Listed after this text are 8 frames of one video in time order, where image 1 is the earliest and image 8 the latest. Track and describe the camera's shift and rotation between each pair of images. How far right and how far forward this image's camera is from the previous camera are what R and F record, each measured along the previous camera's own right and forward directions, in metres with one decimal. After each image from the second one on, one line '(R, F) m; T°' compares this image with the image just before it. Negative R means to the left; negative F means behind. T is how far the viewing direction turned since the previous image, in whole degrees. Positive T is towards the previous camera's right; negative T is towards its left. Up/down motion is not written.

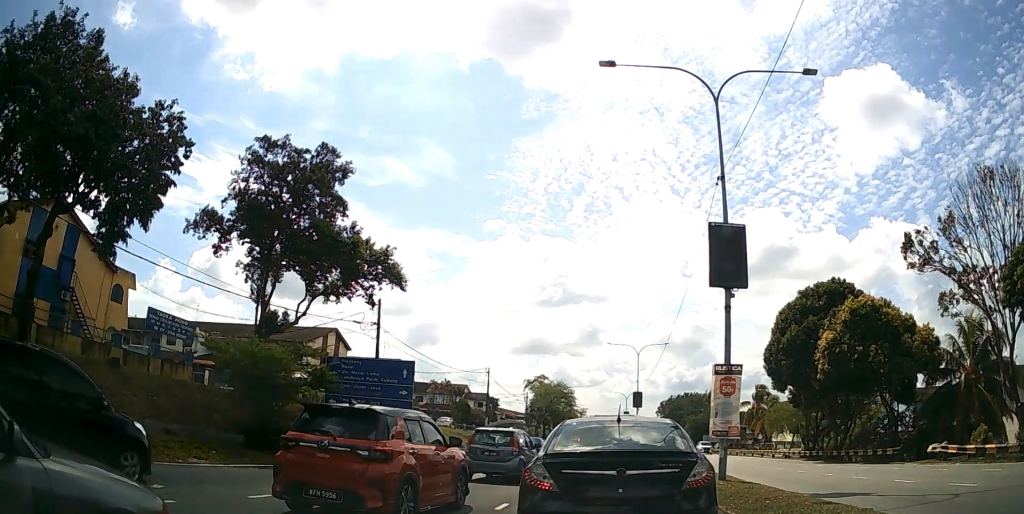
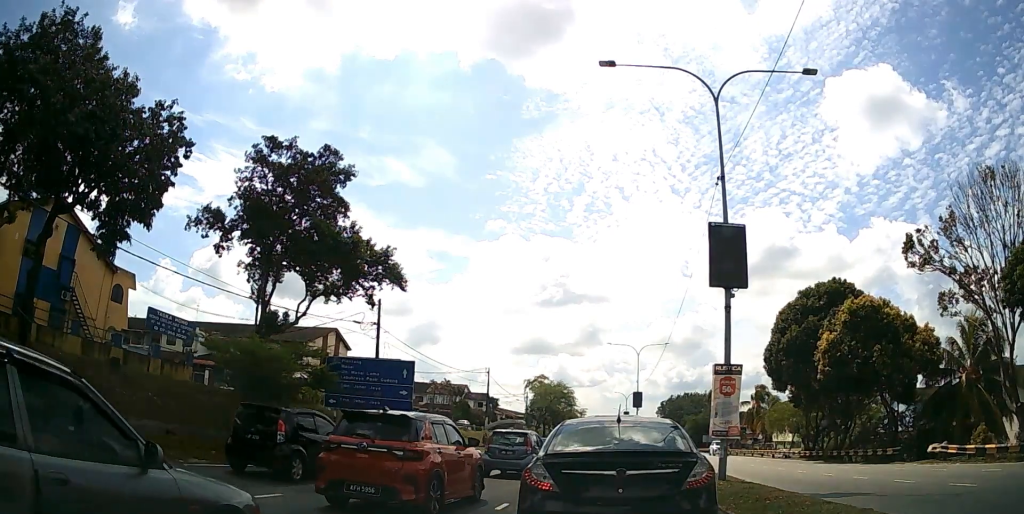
(0.0, 0.0) m; 0°
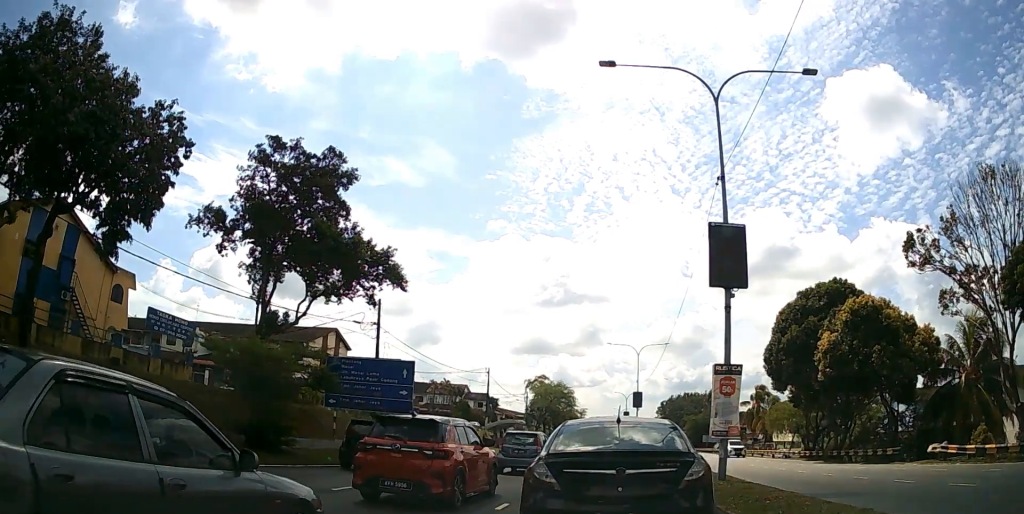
(0.0, 0.0) m; 0°
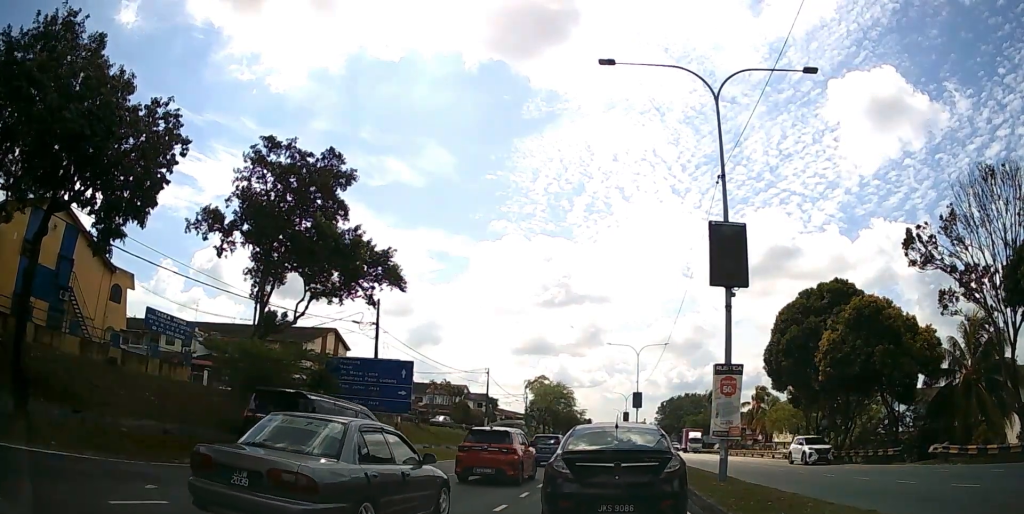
(0.0, +0.3) m; 0°
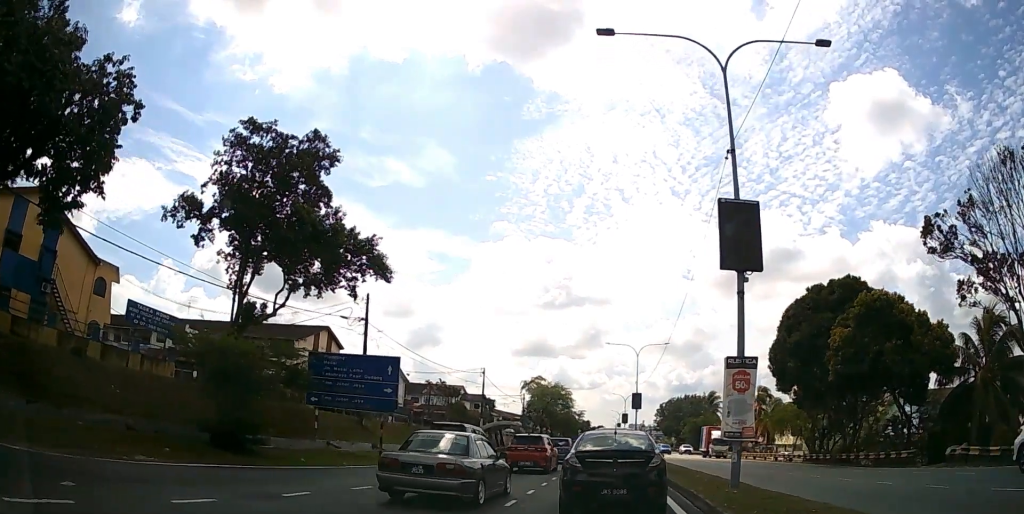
(+0.1, +1.9) m; 0°
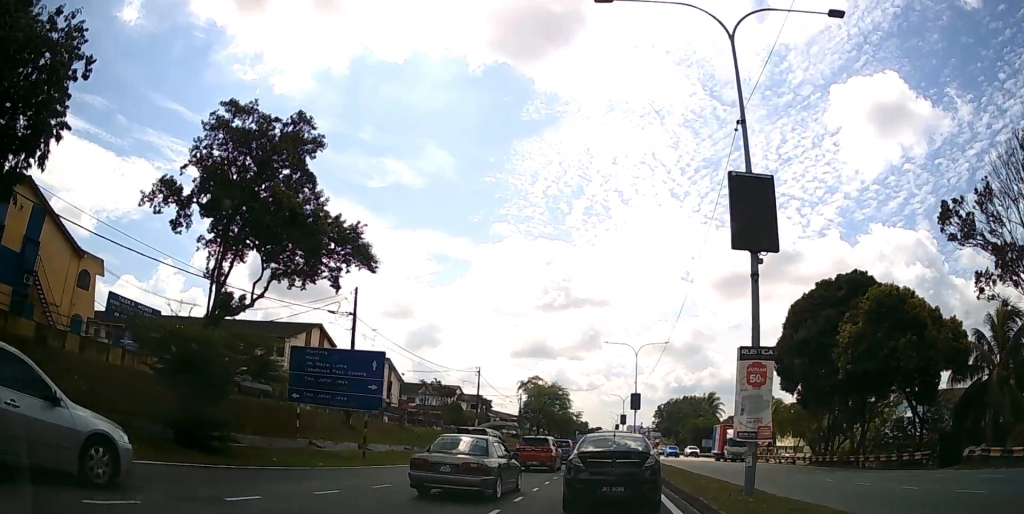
(0.0, +1.9) m; 0°
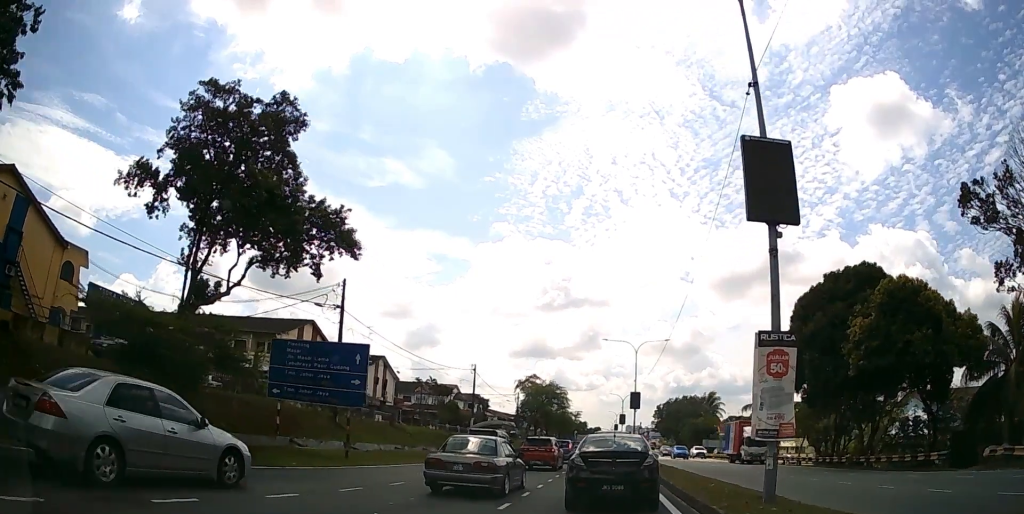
(0.0, +1.7) m; 0°
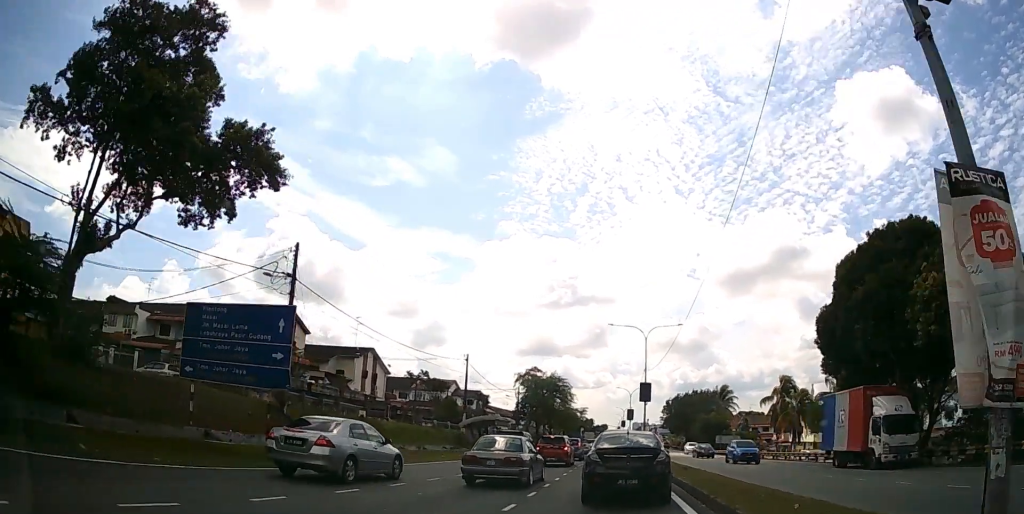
(+0.1, +6.6) m; +2°
